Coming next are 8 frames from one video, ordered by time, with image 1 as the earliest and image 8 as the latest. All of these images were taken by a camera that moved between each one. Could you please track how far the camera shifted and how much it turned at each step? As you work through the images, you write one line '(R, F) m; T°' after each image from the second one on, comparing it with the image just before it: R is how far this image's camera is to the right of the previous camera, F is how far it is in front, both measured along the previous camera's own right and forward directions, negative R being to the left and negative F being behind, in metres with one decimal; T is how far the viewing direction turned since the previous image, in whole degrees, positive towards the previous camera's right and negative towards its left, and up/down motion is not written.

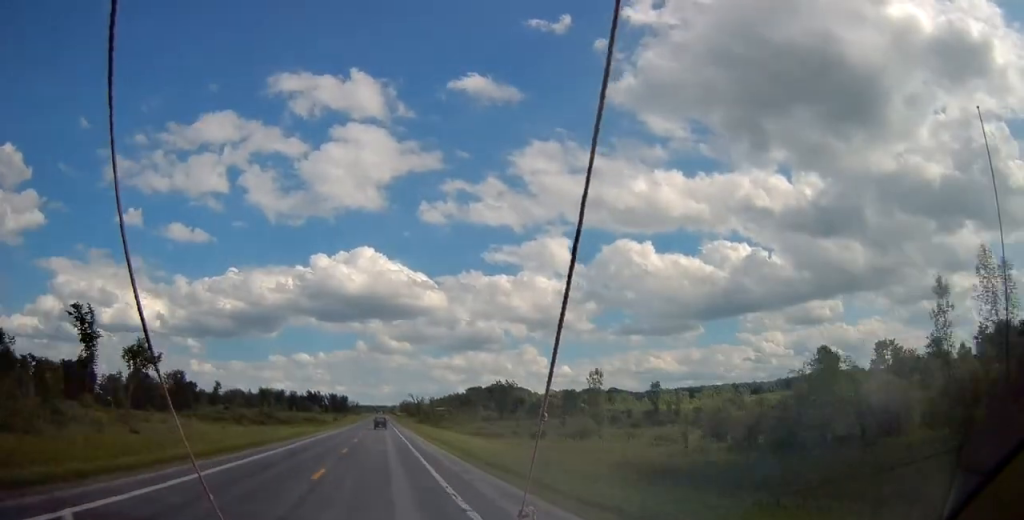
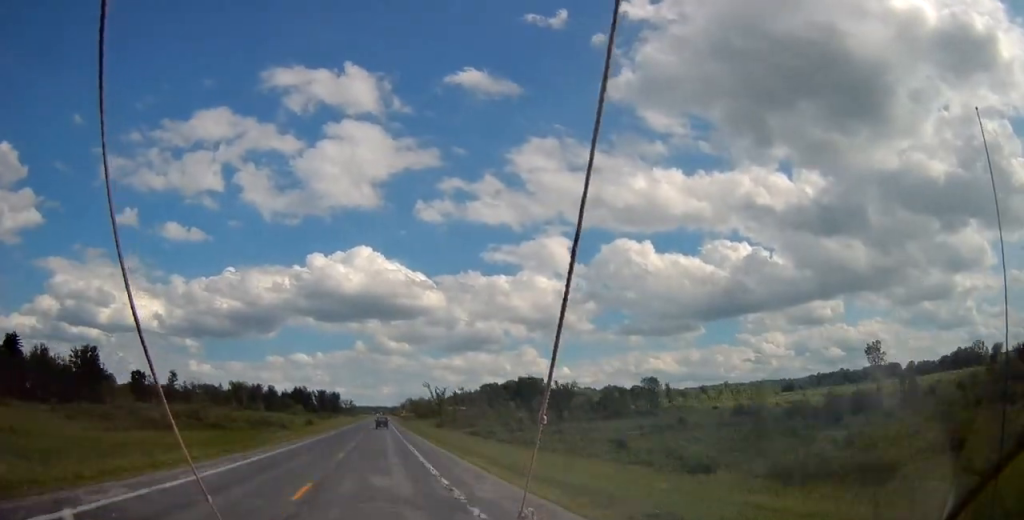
(-0.3, +75.3) m; 0°
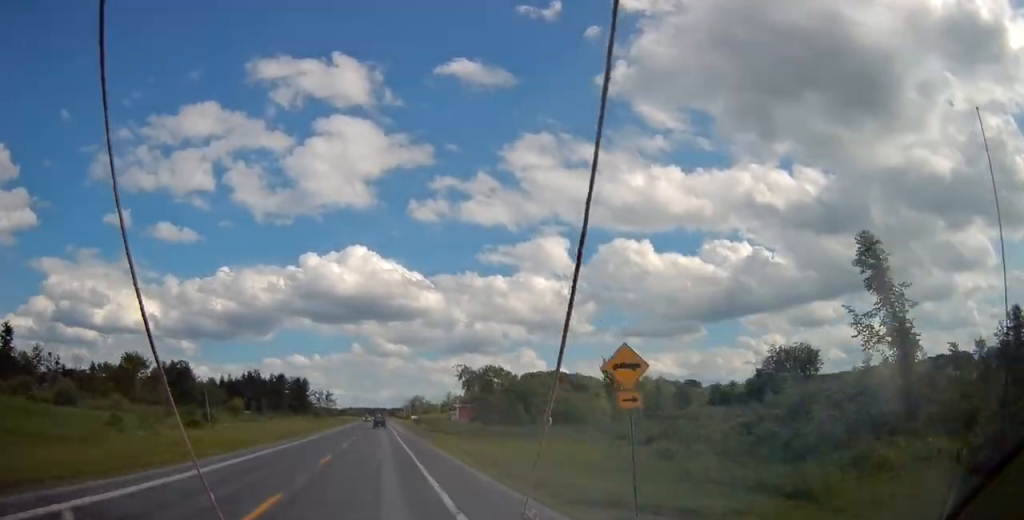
(+0.3, +133.0) m; 0°
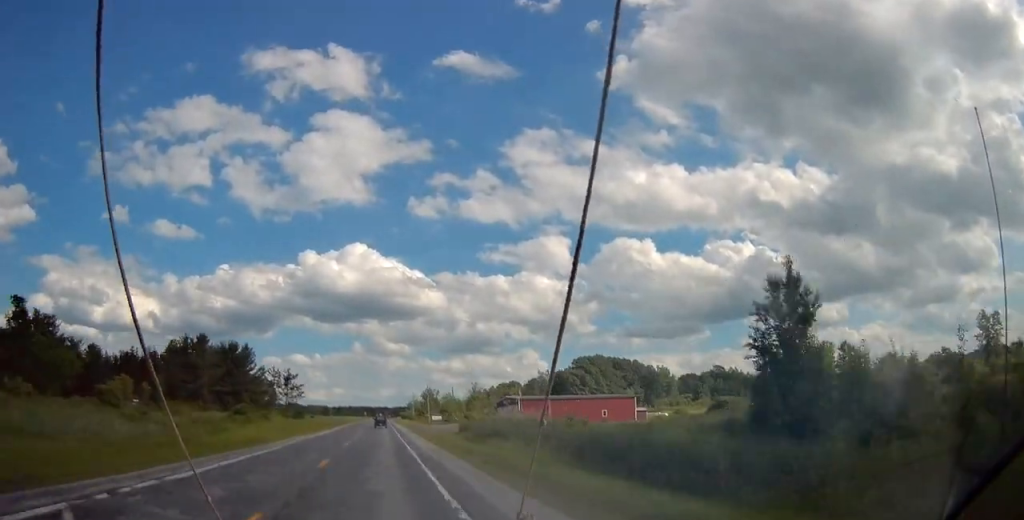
(-0.3, +85.0) m; 0°
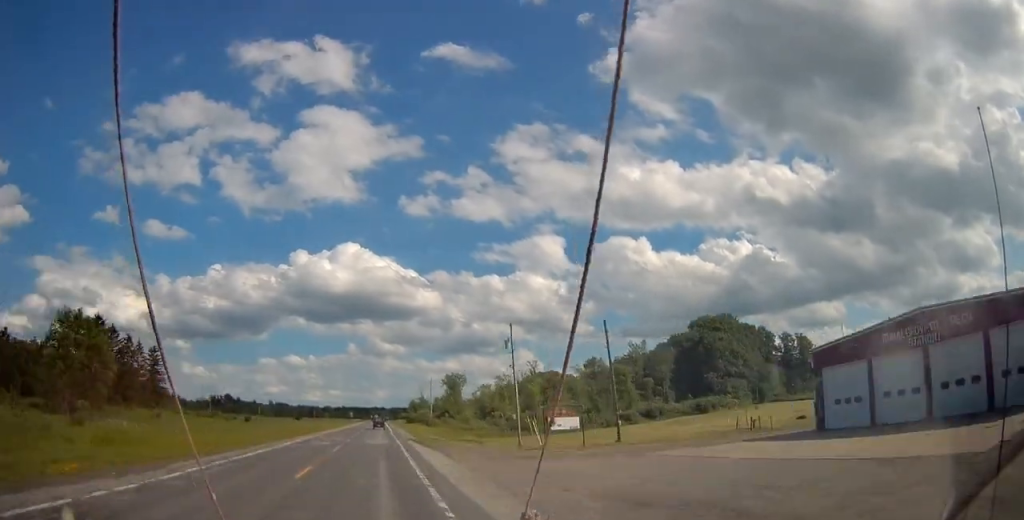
(+0.5, +98.6) m; 0°
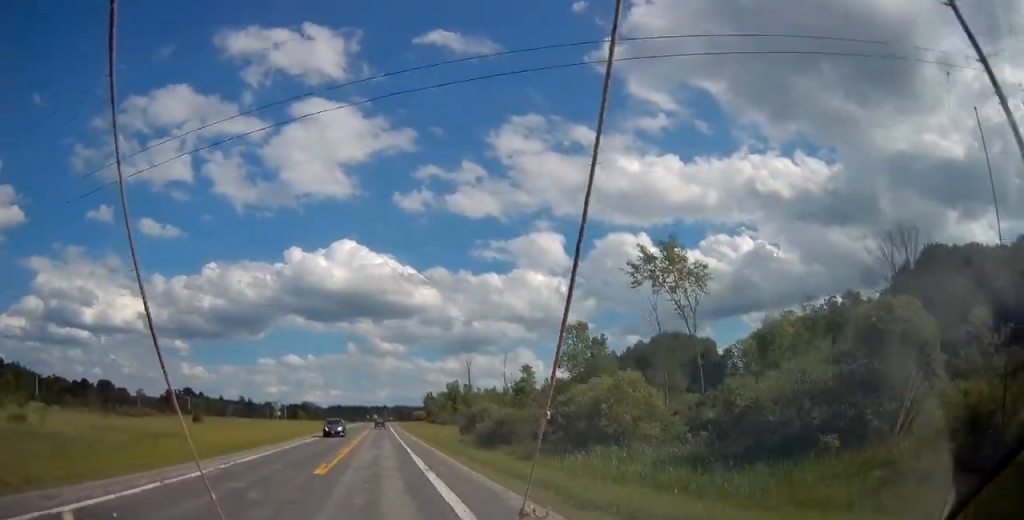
(-0.4, +133.4) m; 0°
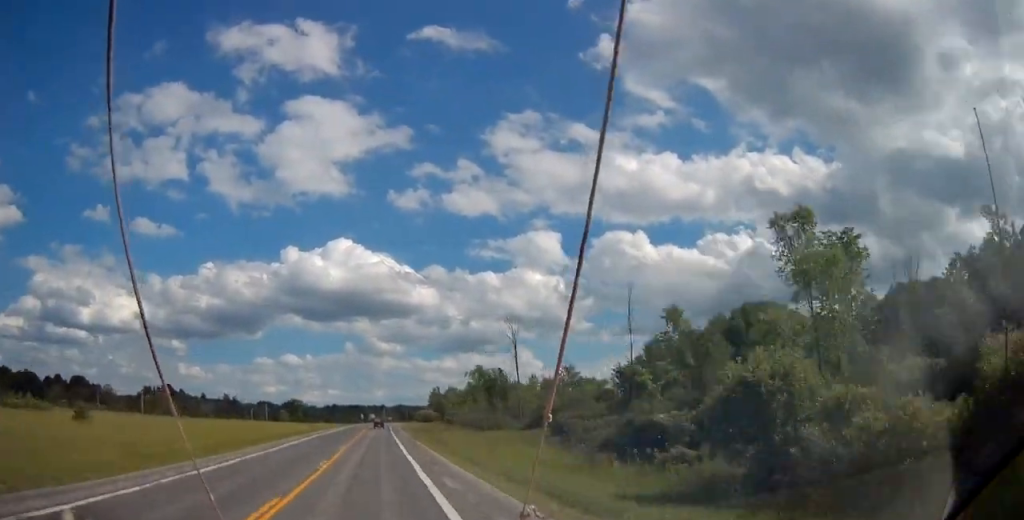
(0.0, +44.8) m; 0°
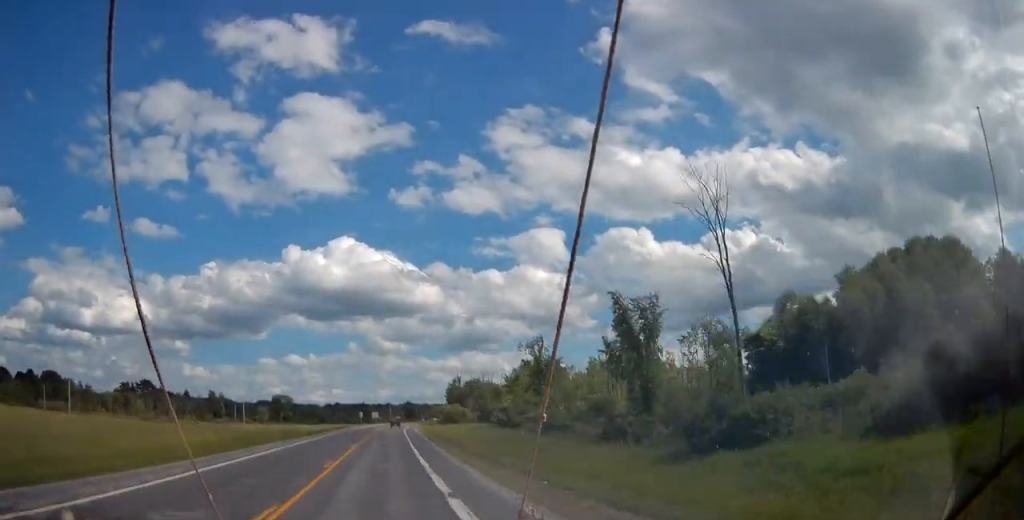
(-0.3, +48.0) m; +1°
